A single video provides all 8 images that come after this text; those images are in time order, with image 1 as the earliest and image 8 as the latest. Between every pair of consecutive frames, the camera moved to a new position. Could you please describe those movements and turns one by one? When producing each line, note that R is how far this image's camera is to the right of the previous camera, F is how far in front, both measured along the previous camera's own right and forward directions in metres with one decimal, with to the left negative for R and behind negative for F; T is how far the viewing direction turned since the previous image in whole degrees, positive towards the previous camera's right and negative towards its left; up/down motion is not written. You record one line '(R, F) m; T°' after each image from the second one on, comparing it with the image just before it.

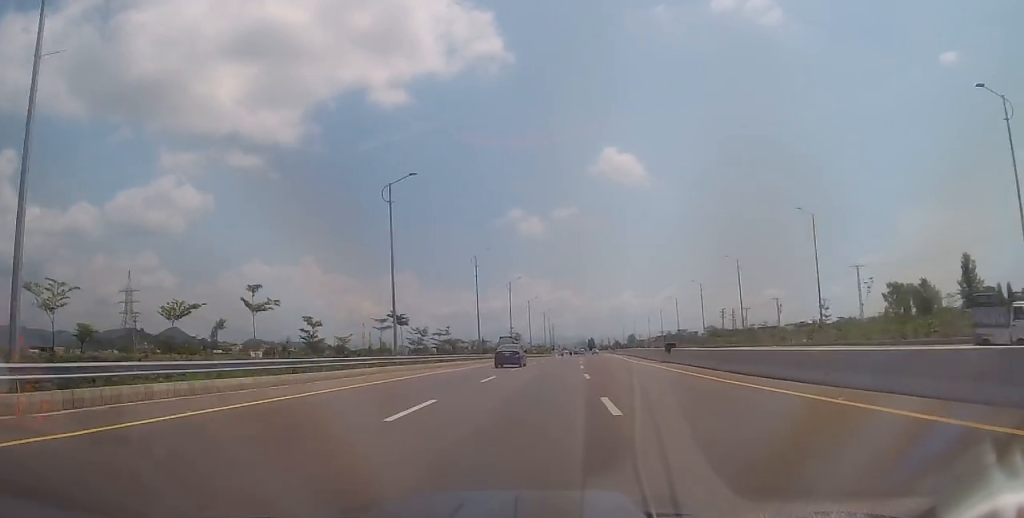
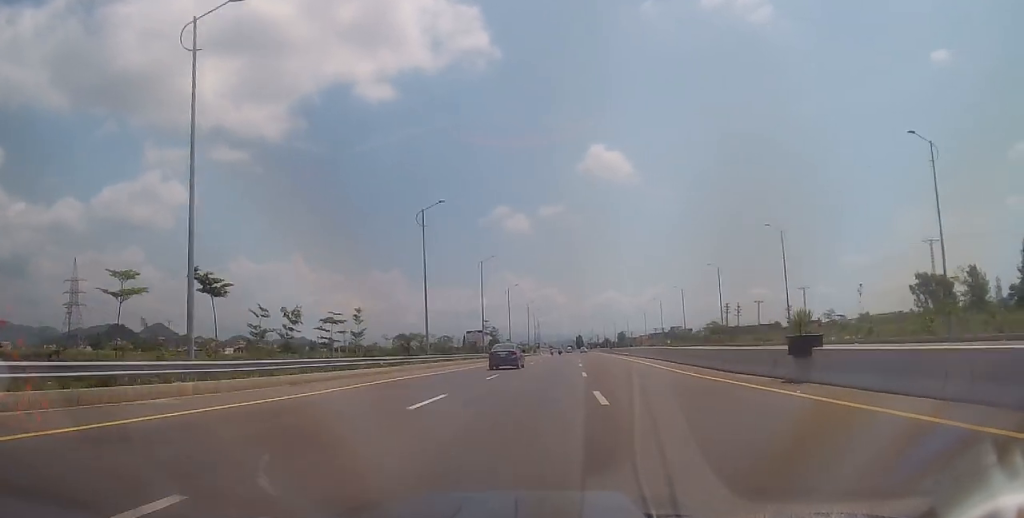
(+0.2, +22.1) m; +1°
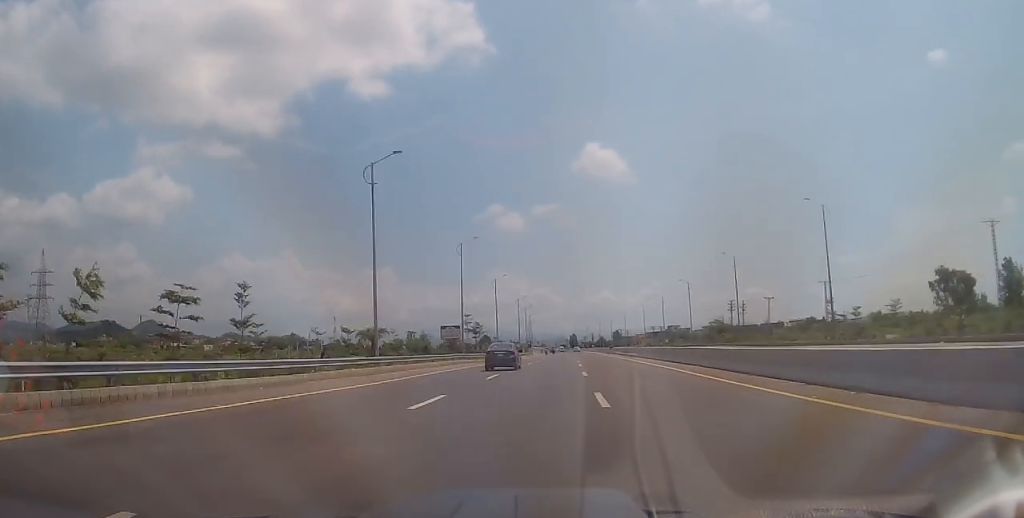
(0.0, +12.2) m; 0°
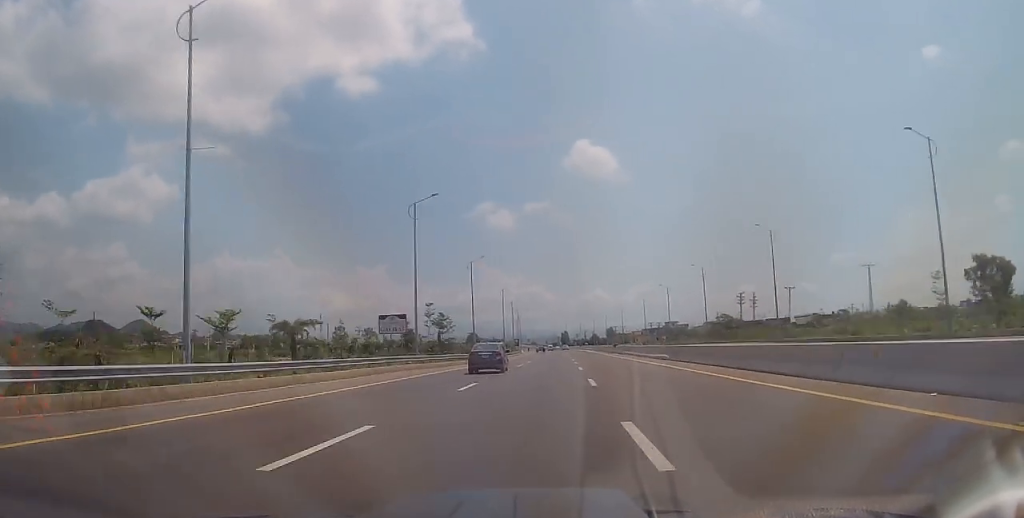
(0.0, +18.4) m; +1°
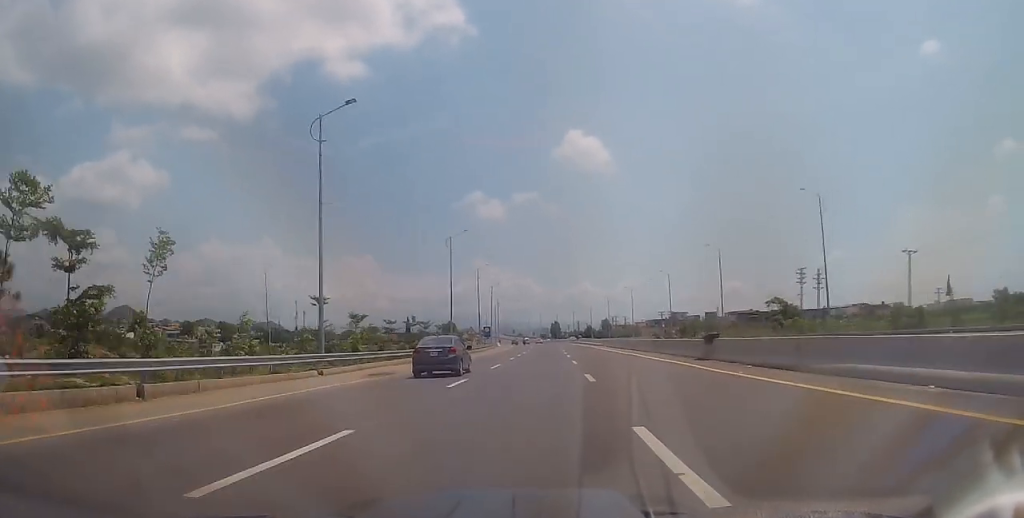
(+1.2, +48.7) m; +2°
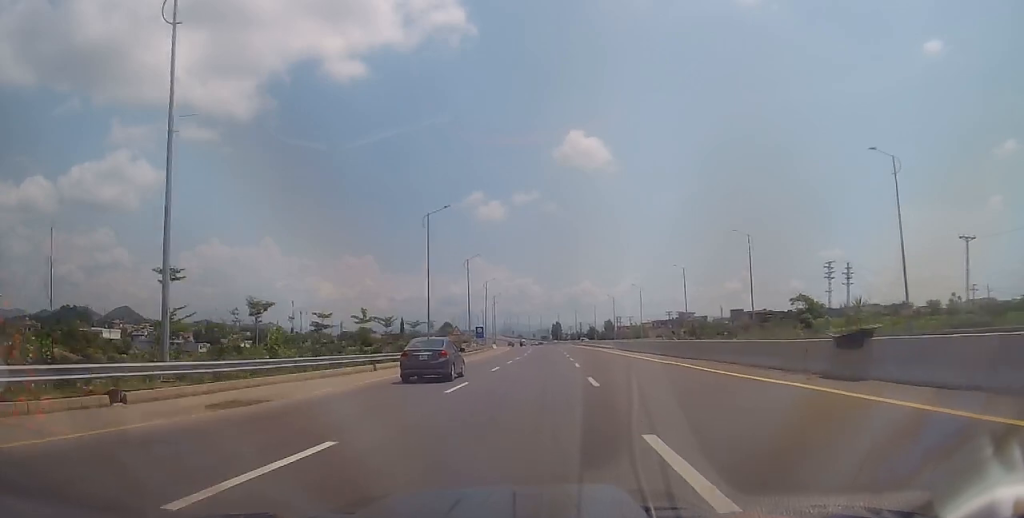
(0.0, +12.7) m; -1°
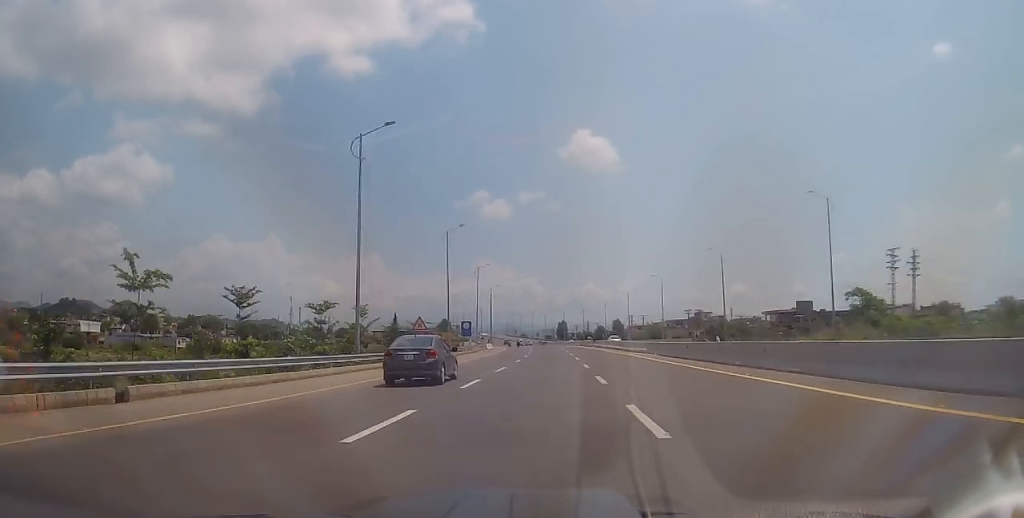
(-0.2, +20.5) m; -1°
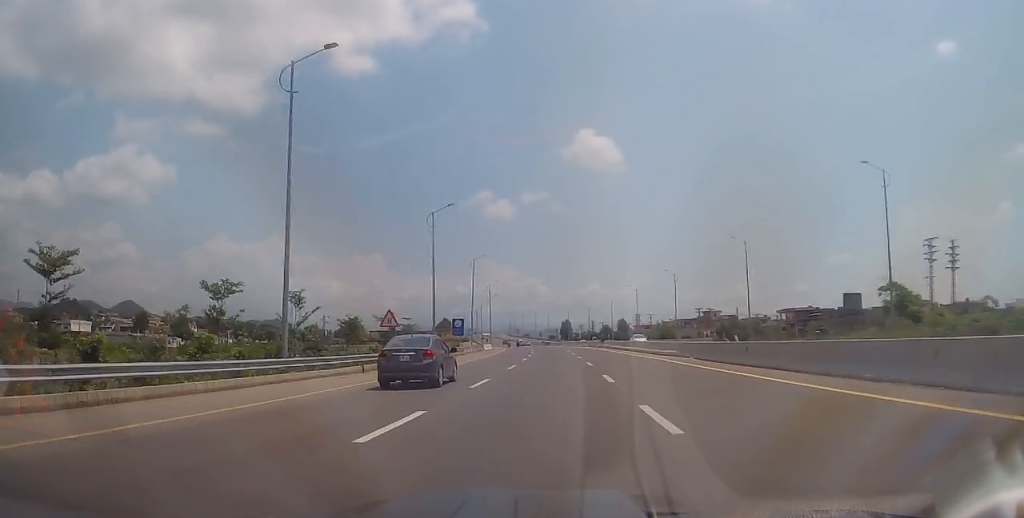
(-0.2, +9.4) m; 0°
